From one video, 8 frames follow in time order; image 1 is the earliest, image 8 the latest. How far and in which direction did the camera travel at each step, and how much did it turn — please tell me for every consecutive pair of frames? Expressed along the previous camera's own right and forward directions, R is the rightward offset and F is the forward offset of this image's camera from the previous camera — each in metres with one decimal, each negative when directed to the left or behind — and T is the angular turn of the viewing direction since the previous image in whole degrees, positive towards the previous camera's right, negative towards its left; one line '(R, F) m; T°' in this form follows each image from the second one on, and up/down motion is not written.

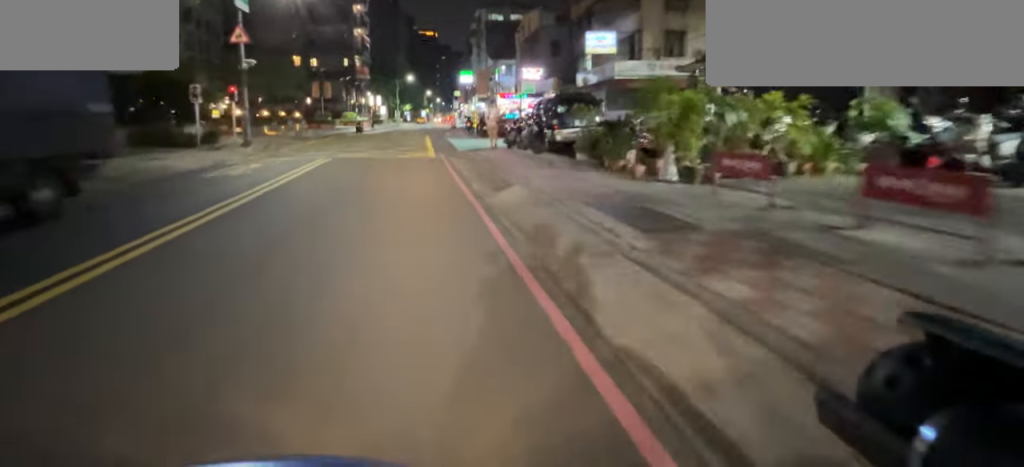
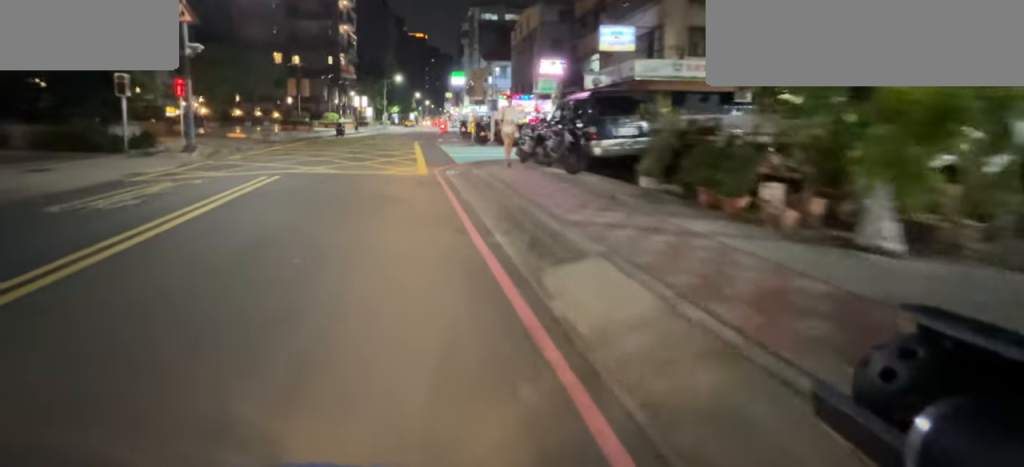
(0.0, +1.9) m; 0°
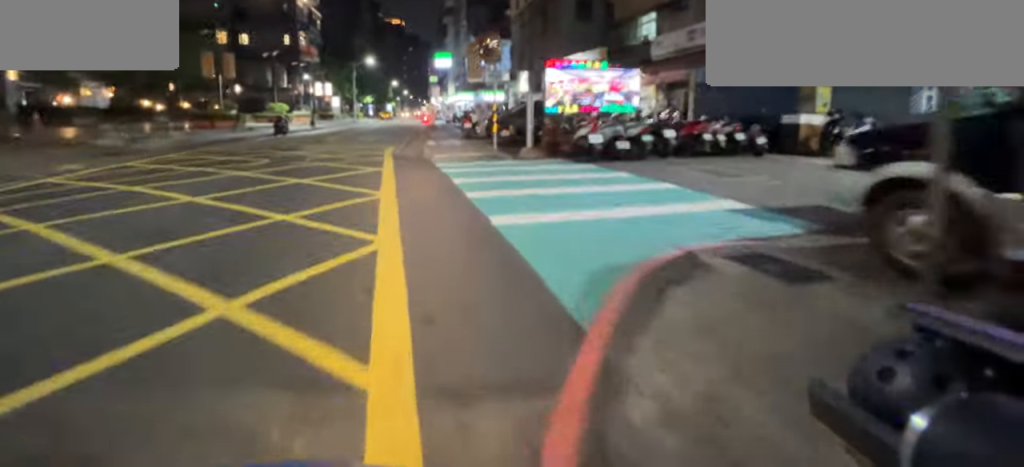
(0.0, +6.4) m; -1°
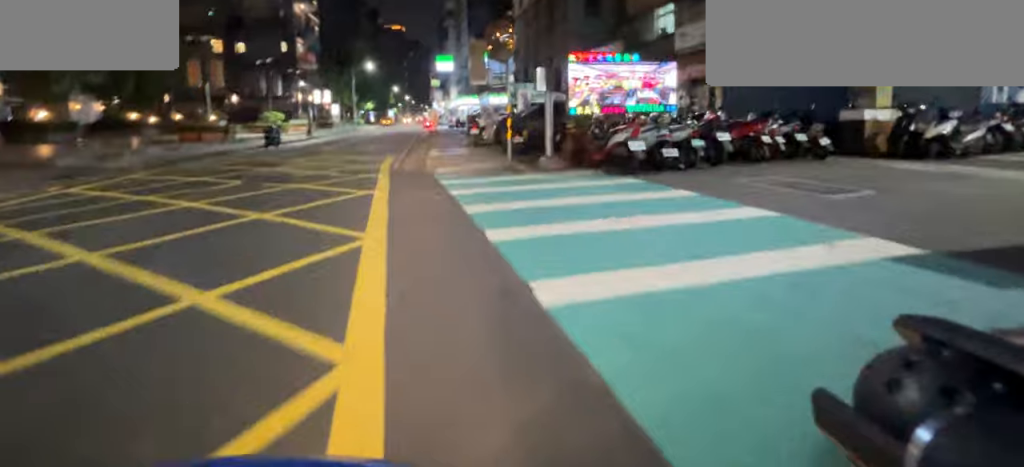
(0.0, +1.8) m; -1°
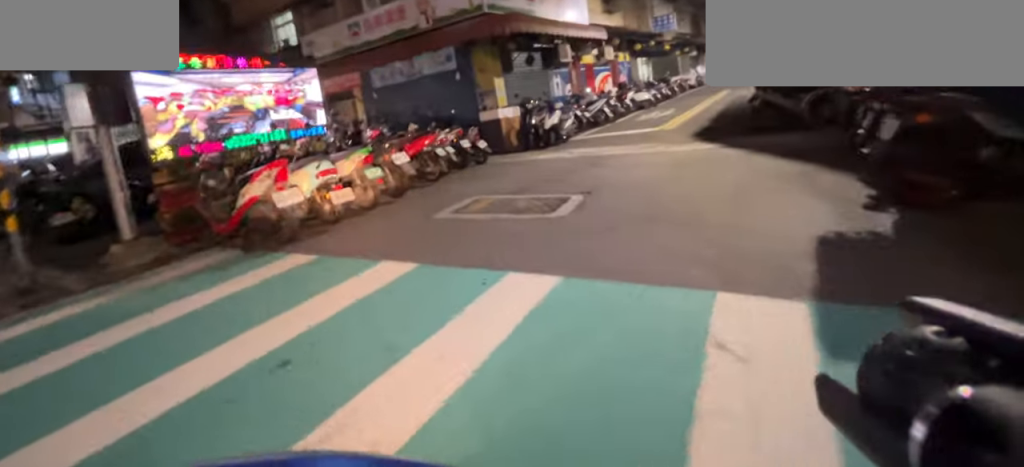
(-0.1, +6.4) m; +14°
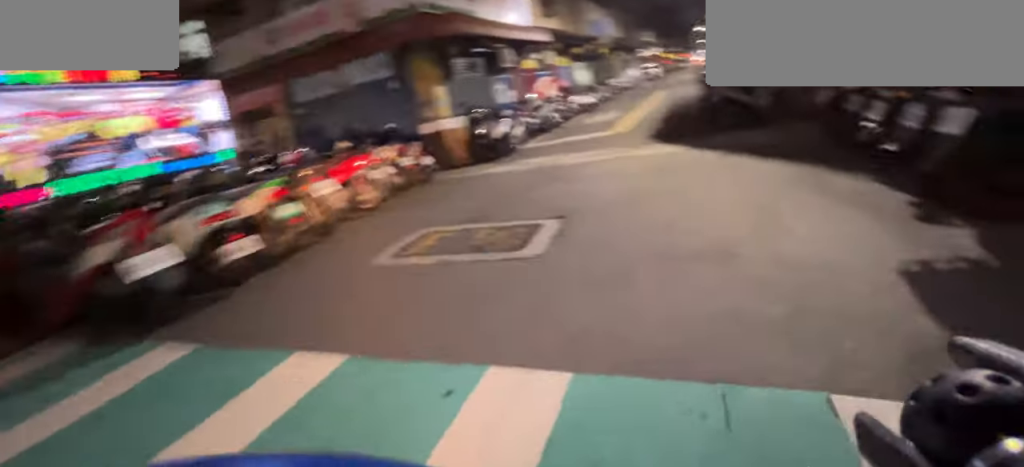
(-0.3, +2.0) m; +16°
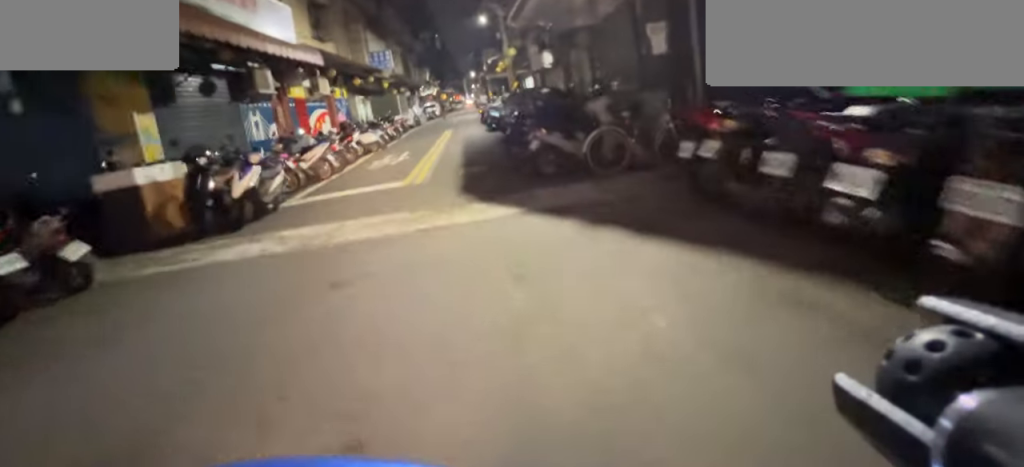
(+1.8, +2.6) m; +46°
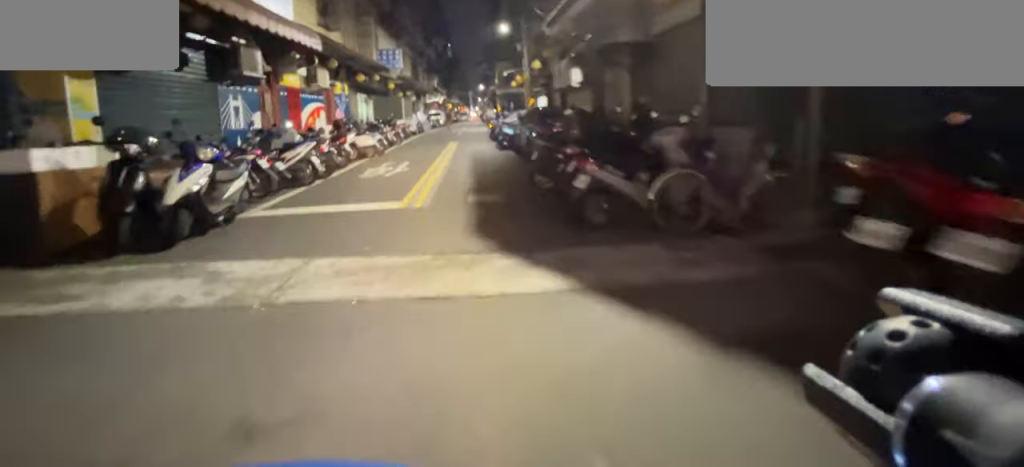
(+0.3, +1.9) m; +5°
